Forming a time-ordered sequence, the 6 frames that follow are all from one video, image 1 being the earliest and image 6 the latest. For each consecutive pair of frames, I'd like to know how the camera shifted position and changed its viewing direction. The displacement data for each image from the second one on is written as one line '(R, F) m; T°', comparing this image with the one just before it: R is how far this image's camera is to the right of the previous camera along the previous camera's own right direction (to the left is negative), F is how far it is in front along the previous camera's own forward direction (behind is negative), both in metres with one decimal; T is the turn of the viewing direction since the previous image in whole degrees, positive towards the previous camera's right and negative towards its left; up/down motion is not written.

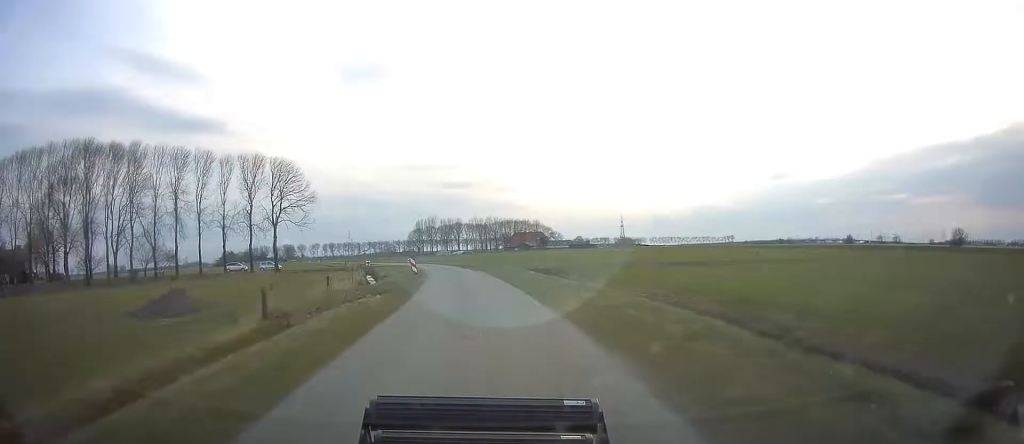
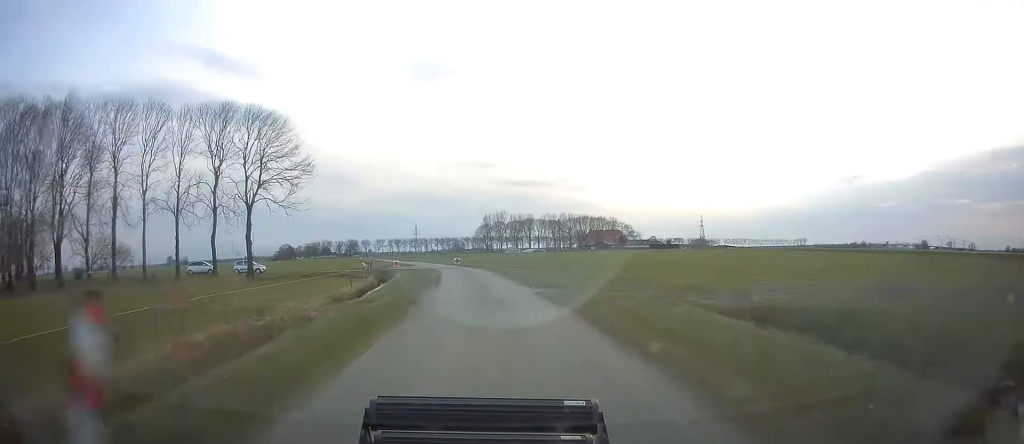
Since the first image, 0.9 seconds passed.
(-1.1, +30.6) m; -6°
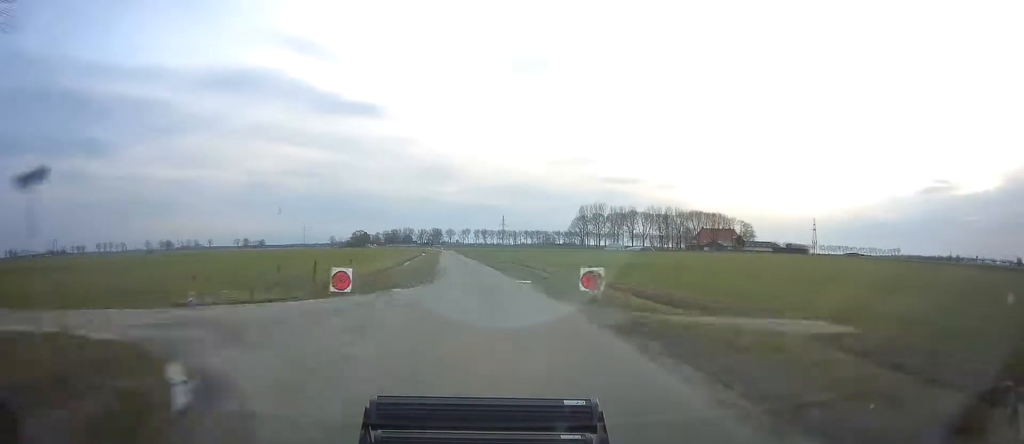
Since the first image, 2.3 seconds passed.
(-4.7, +50.3) m; -8°
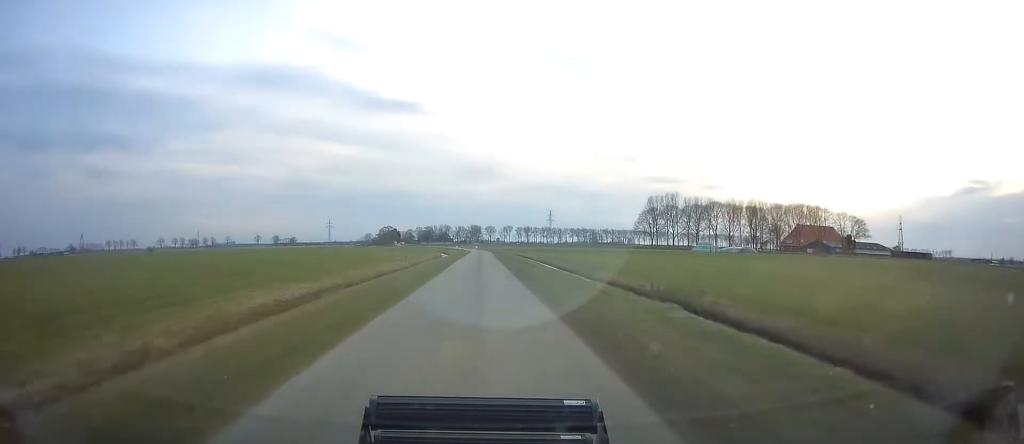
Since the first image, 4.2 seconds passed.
(-4.1, +65.8) m; -5°
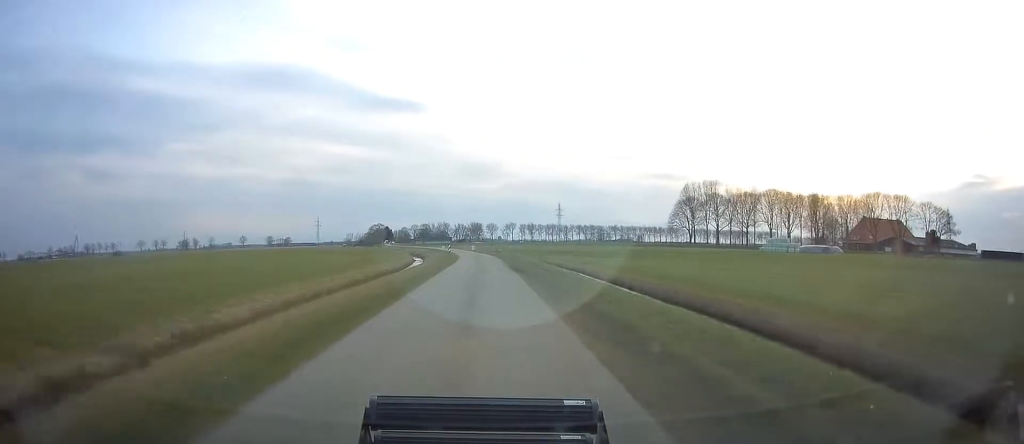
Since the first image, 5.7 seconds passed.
(-0.3, +52.2) m; -1°
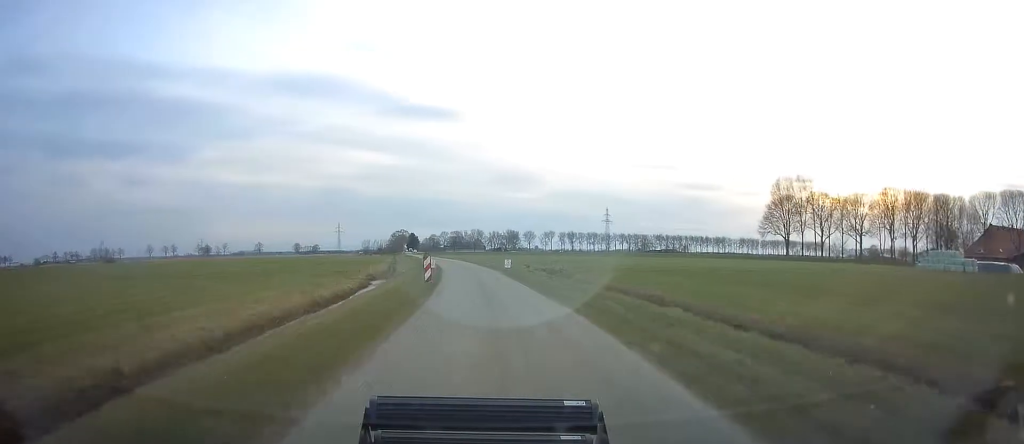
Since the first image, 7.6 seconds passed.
(-0.7, +55.1) m; -2°
